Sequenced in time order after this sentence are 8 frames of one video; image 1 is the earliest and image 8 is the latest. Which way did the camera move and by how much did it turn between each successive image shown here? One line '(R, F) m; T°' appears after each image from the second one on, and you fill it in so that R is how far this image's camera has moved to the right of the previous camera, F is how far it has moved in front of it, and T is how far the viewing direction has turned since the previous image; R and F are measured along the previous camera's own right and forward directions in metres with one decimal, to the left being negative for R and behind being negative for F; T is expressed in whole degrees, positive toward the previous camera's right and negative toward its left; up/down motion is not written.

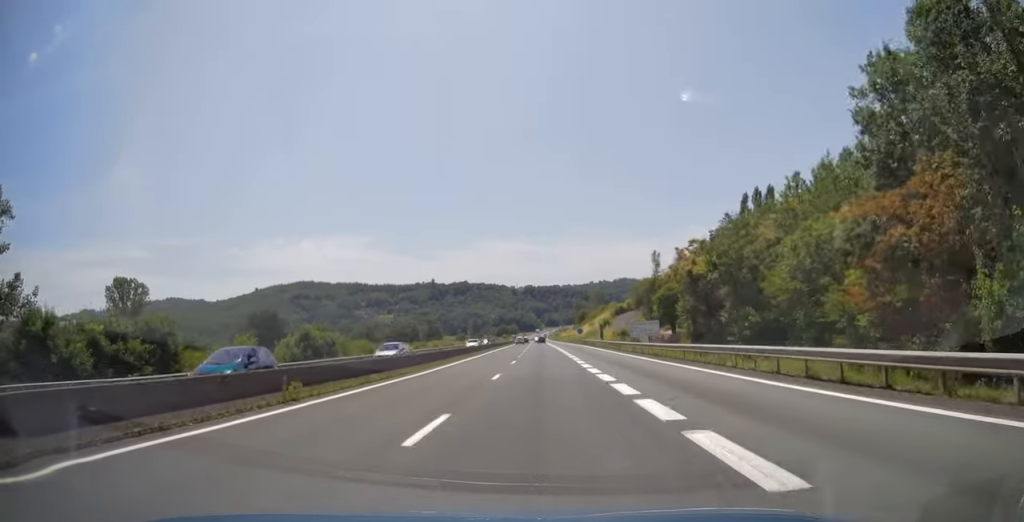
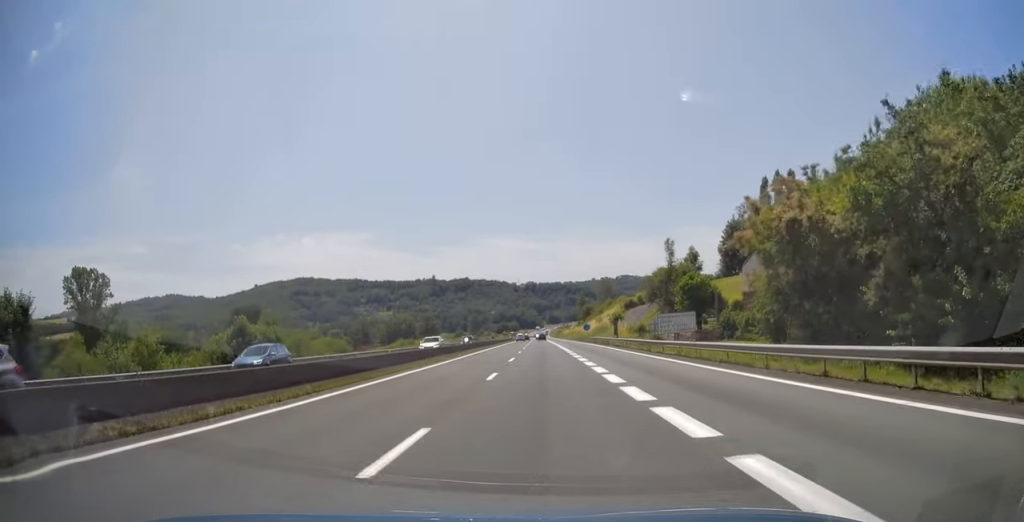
(0.0, +15.0) m; 0°
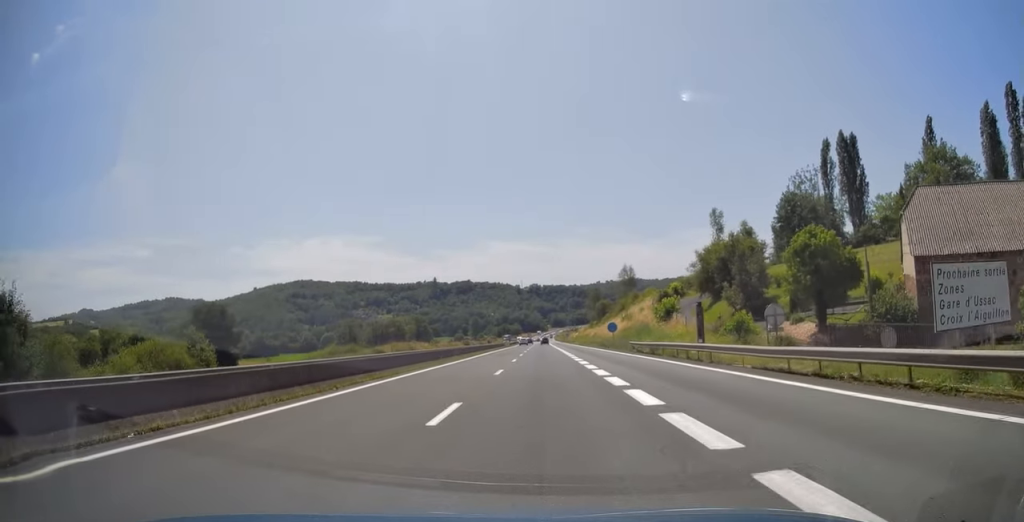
(-0.1, +35.7) m; 0°
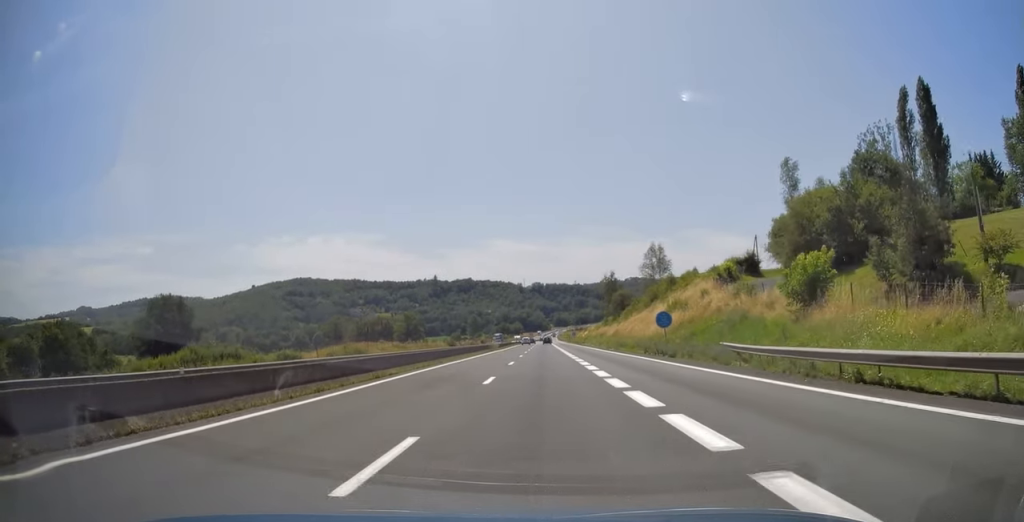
(0.0, +30.6) m; 0°
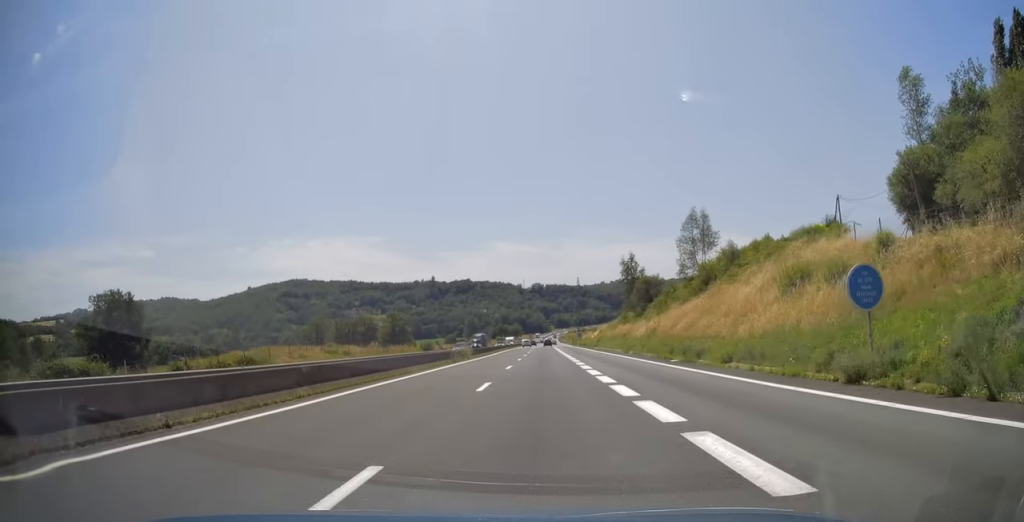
(-0.1, +28.0) m; 0°
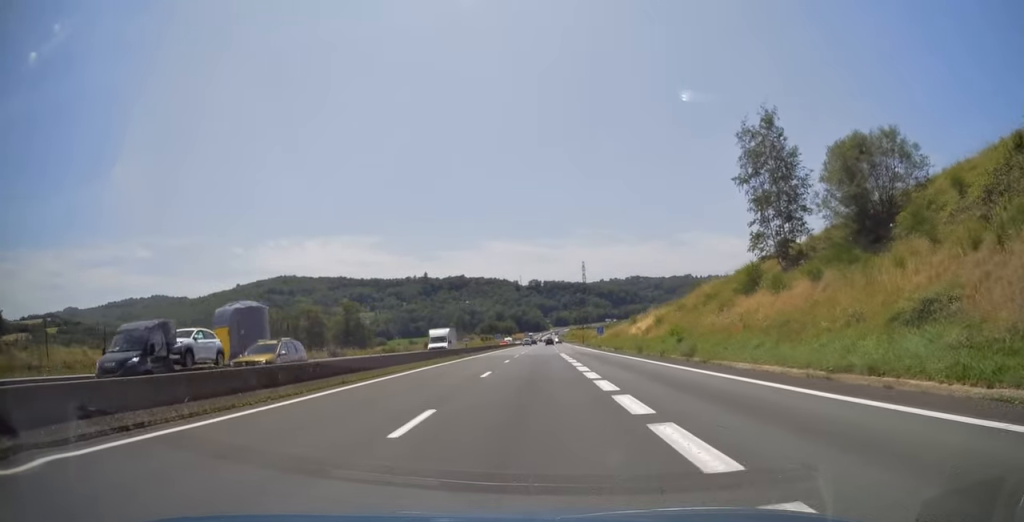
(+0.1, +60.5) m; 0°
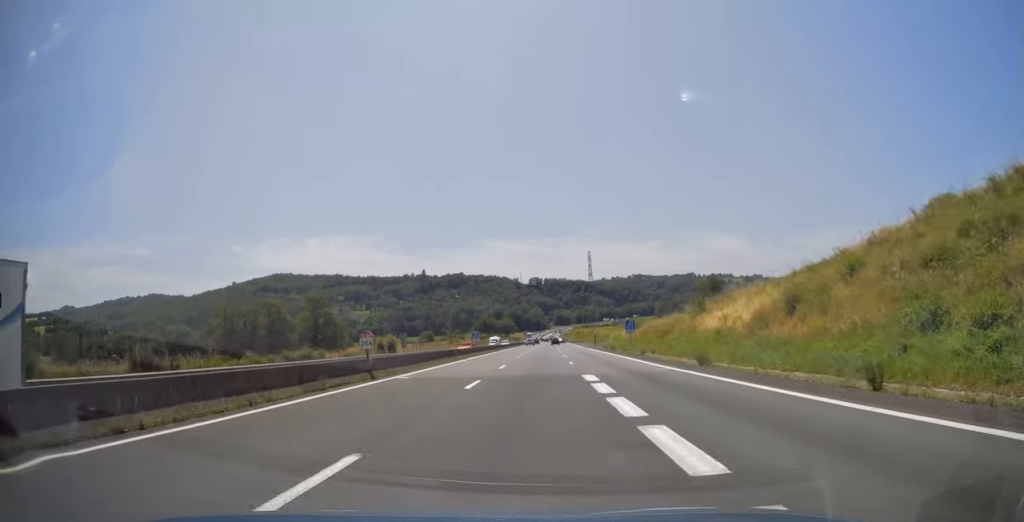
(-0.1, +30.5) m; 0°
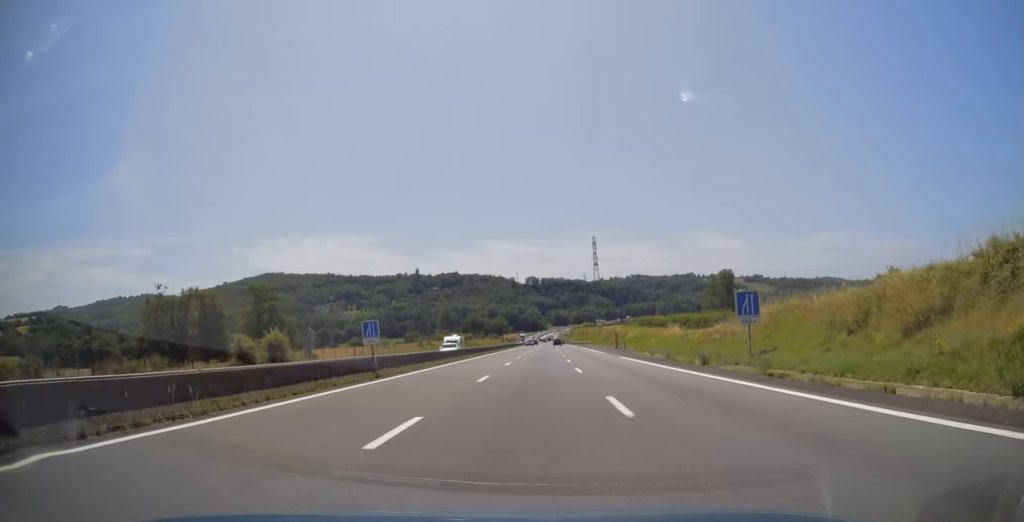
(+0.1, +35.1) m; 0°
